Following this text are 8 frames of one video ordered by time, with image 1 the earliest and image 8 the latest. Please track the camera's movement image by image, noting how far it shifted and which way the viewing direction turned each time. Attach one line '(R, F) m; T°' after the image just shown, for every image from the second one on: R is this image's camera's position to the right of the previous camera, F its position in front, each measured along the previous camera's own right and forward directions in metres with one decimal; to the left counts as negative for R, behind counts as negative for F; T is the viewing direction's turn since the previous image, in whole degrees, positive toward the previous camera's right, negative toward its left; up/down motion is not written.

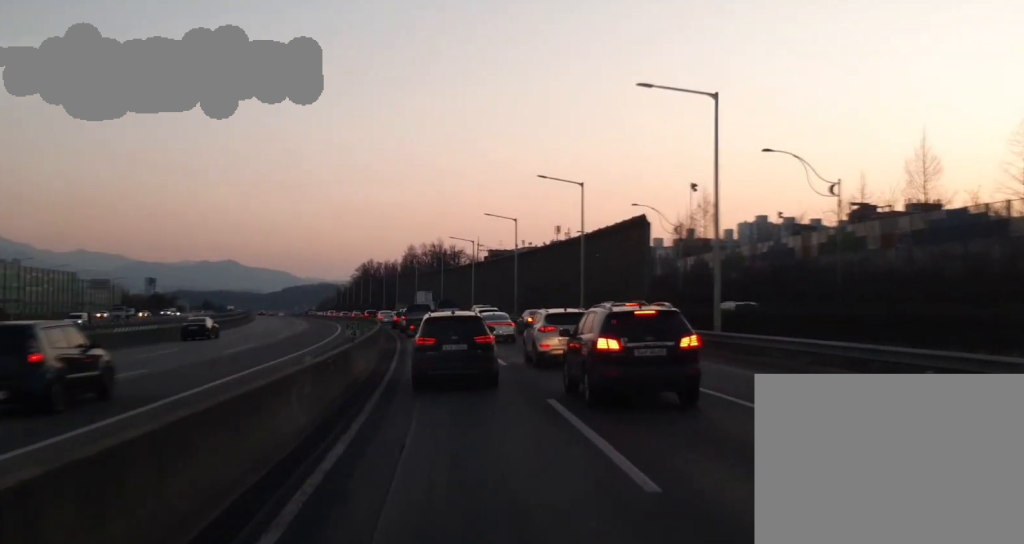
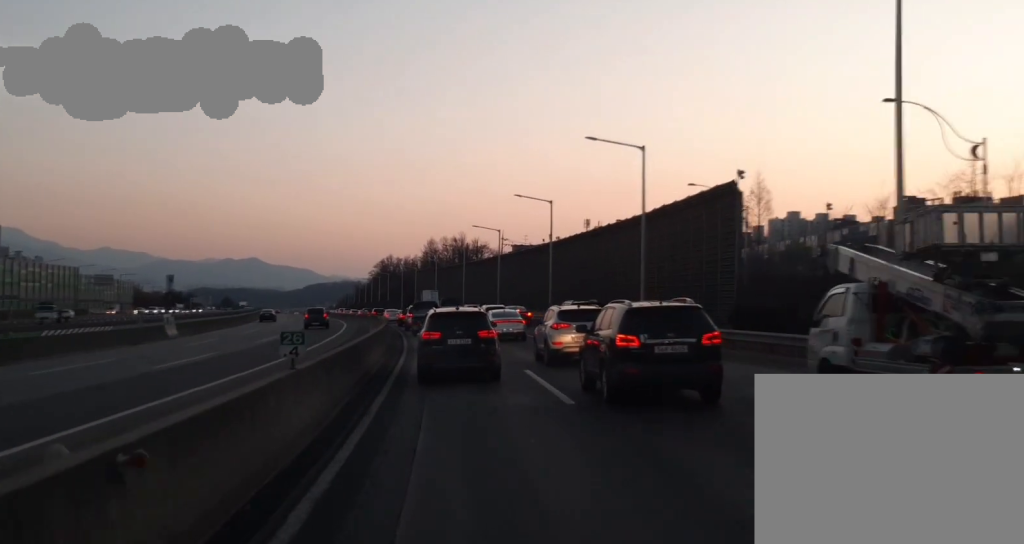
(0.0, +11.5) m; -2°
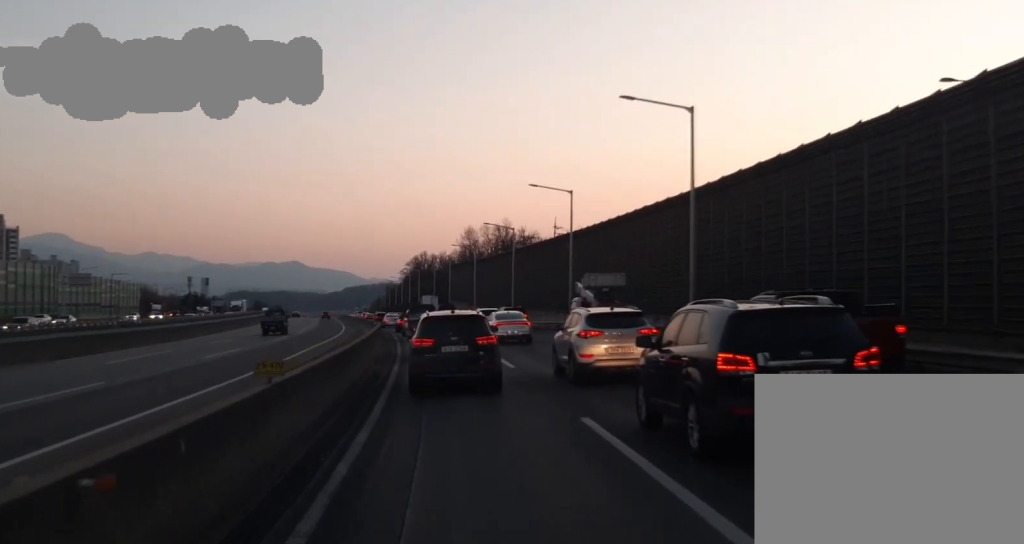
(-1.4, +29.9) m; -2°
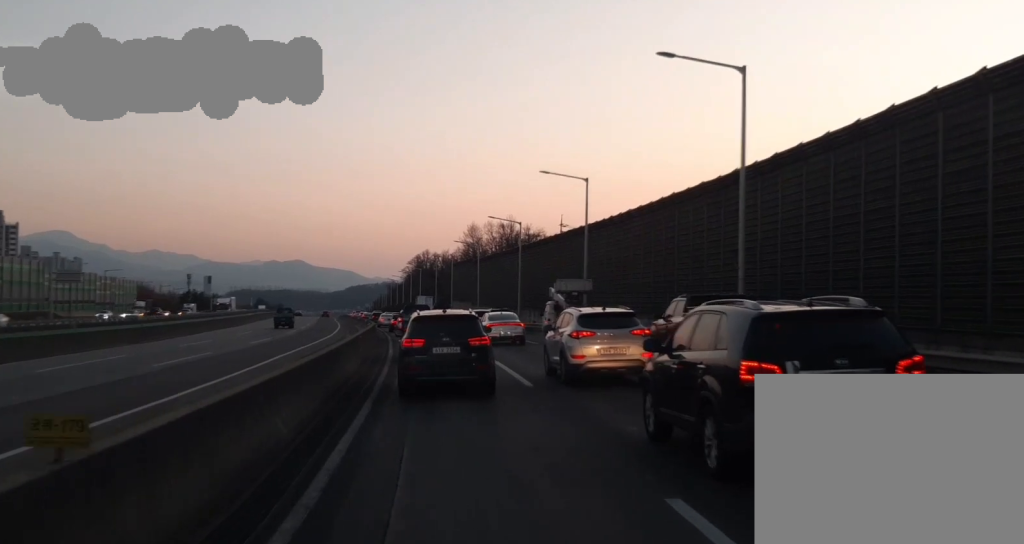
(0.0, +6.0) m; +1°
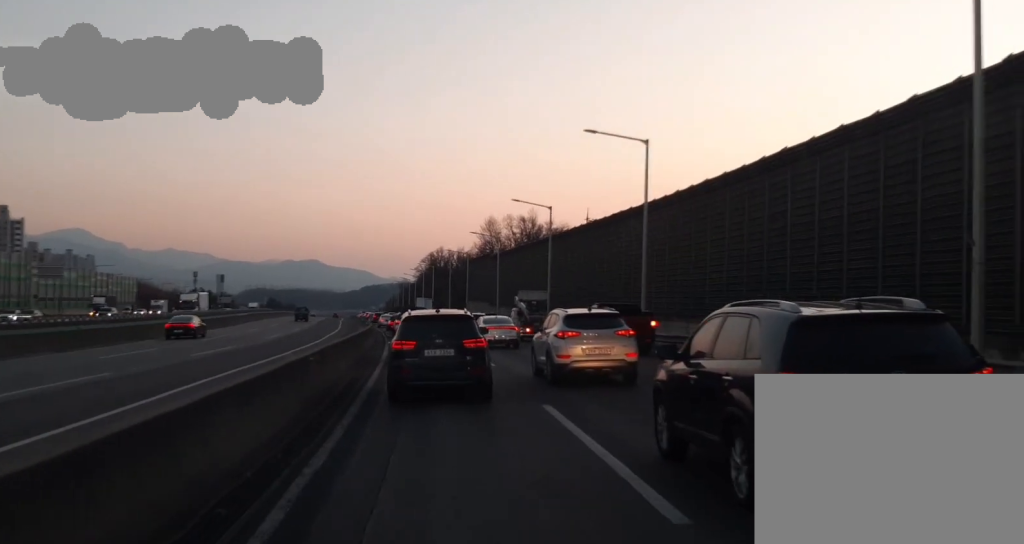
(+0.3, +12.9) m; +1°
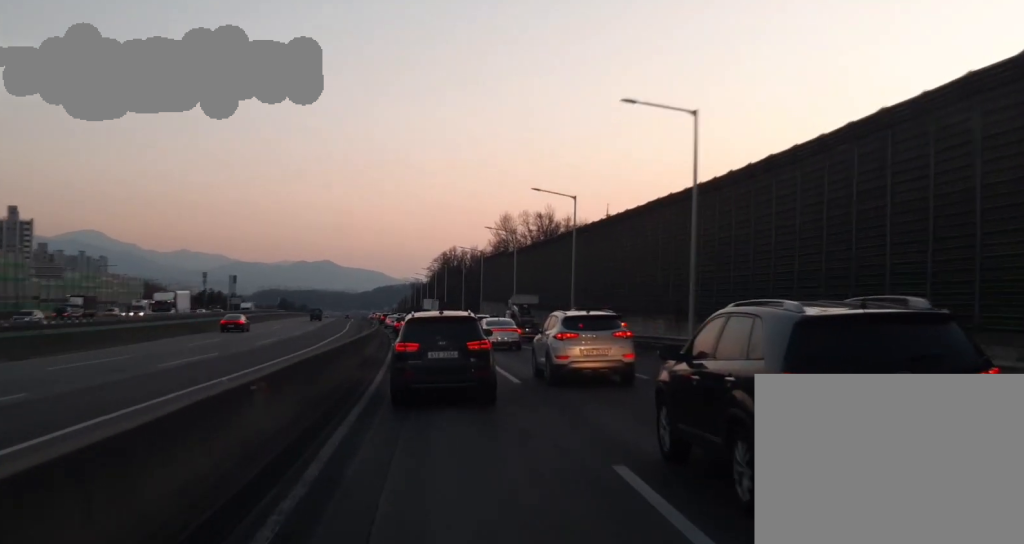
(-0.1, +6.8) m; -1°
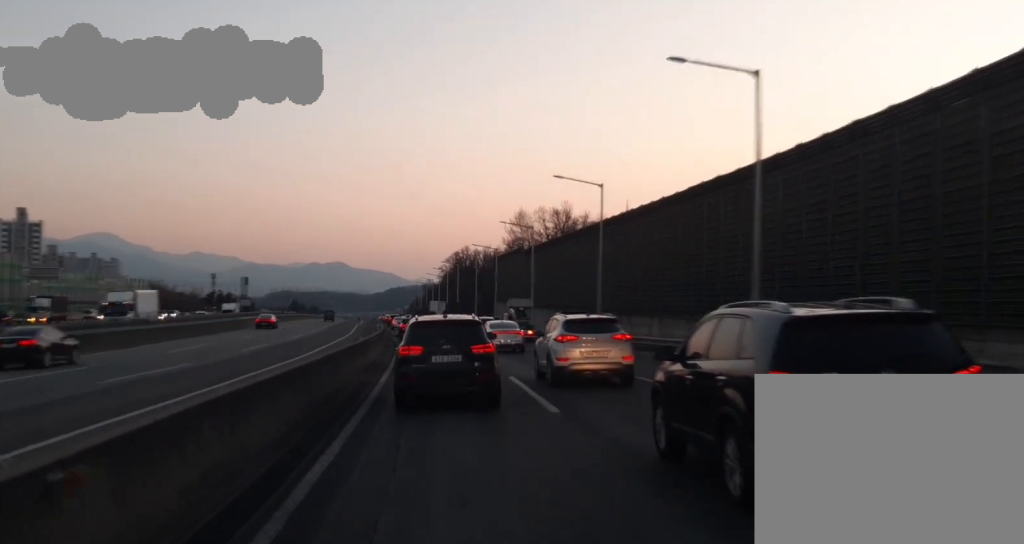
(0.0, +6.3) m; -1°
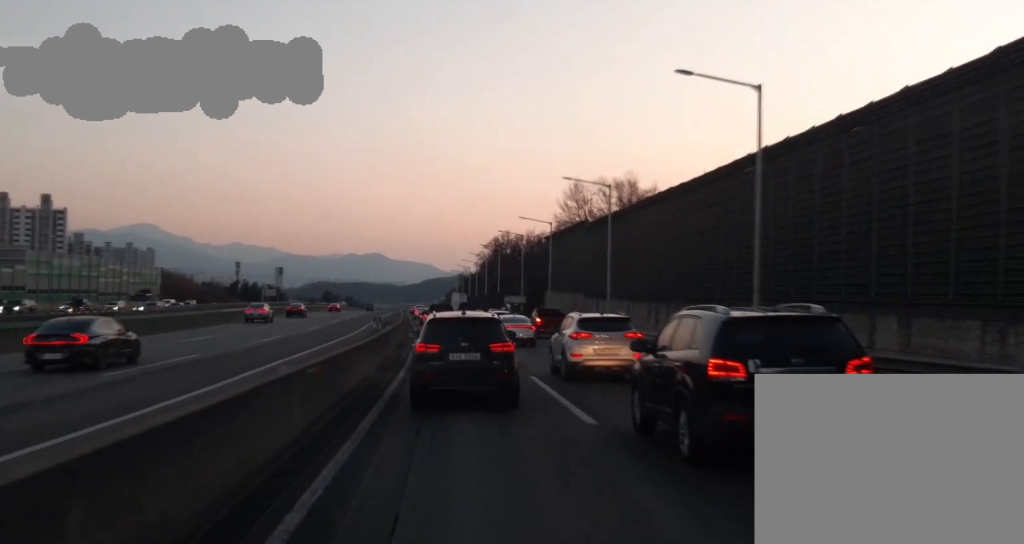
(-0.5, +23.0) m; -2°
